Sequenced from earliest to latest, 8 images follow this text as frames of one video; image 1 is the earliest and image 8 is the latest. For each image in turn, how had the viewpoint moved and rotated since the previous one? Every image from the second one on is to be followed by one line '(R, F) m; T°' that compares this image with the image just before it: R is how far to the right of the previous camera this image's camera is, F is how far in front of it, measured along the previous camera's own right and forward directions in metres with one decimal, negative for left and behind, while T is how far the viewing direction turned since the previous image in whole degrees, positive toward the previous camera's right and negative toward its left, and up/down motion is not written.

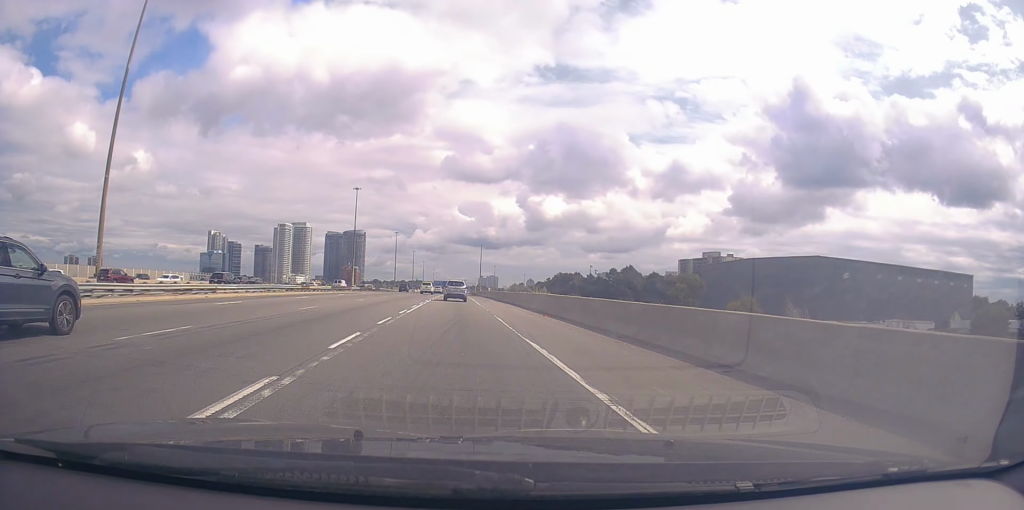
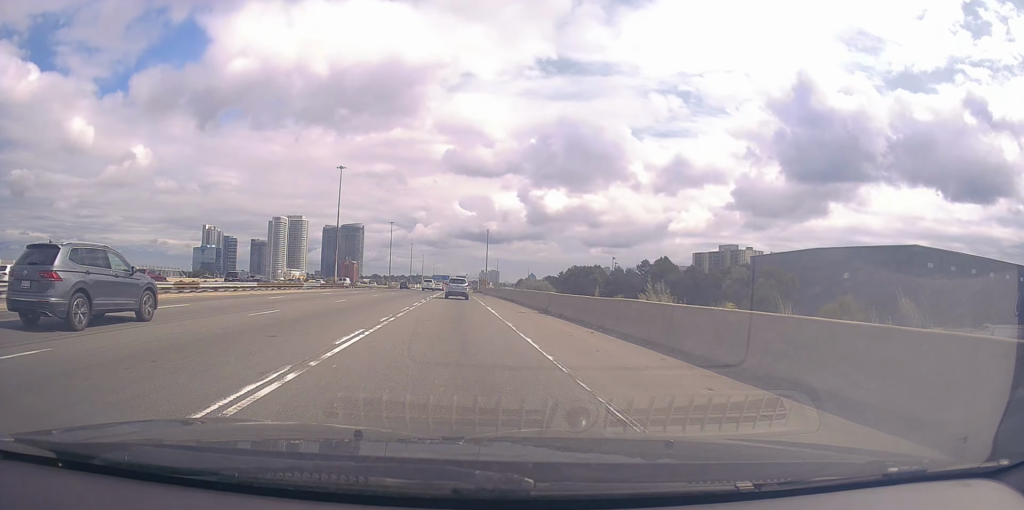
(+0.2, +29.7) m; 0°
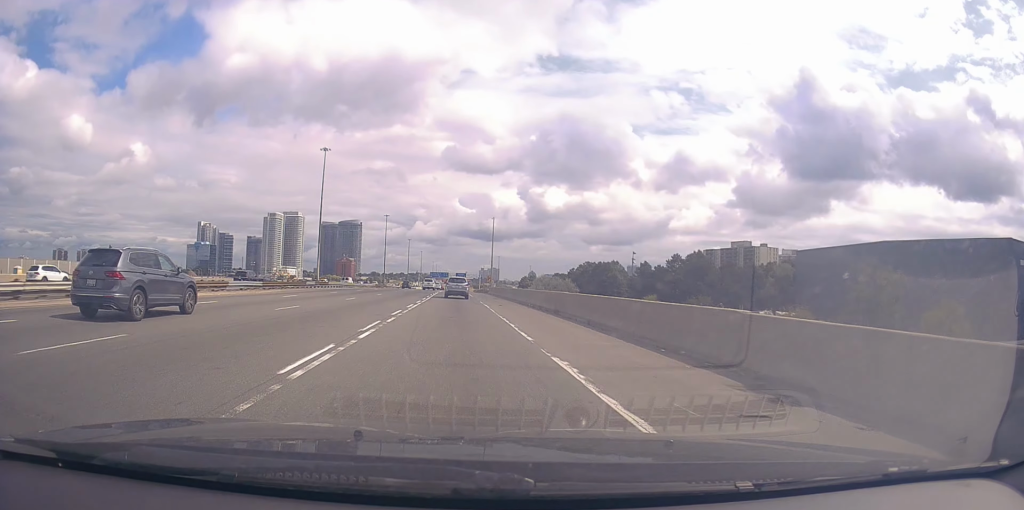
(-0.2, +21.6) m; 0°
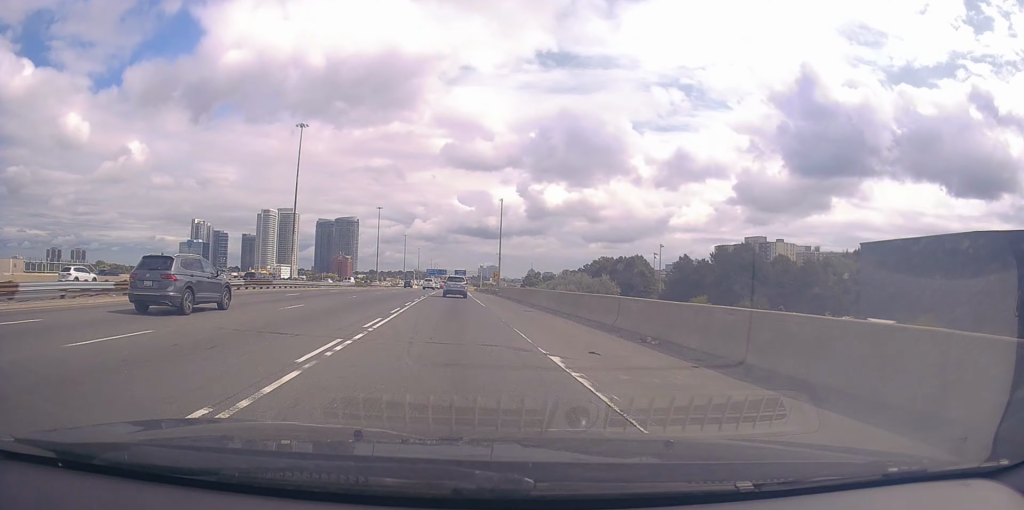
(+0.4, +23.2) m; +1°
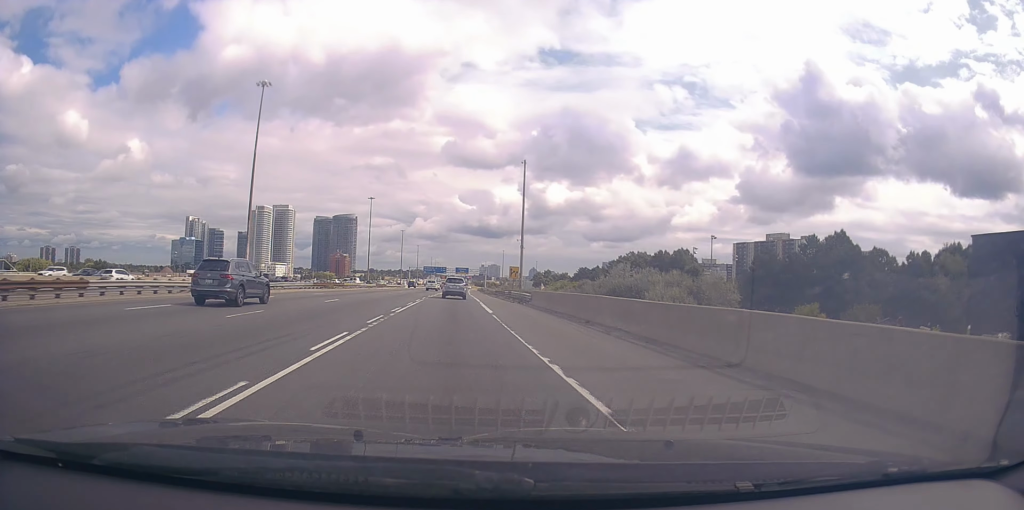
(-0.3, +29.1) m; -1°
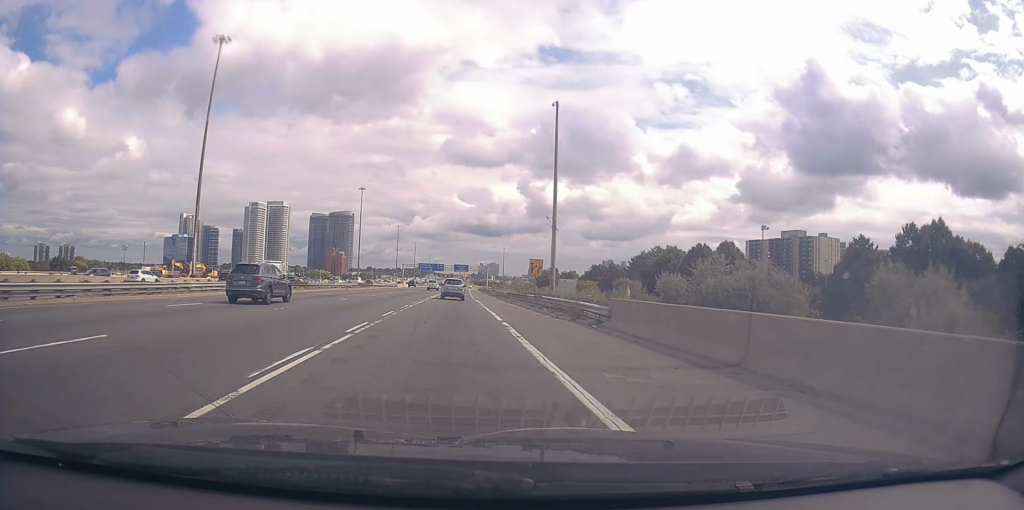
(-0.4, +20.9) m; 0°
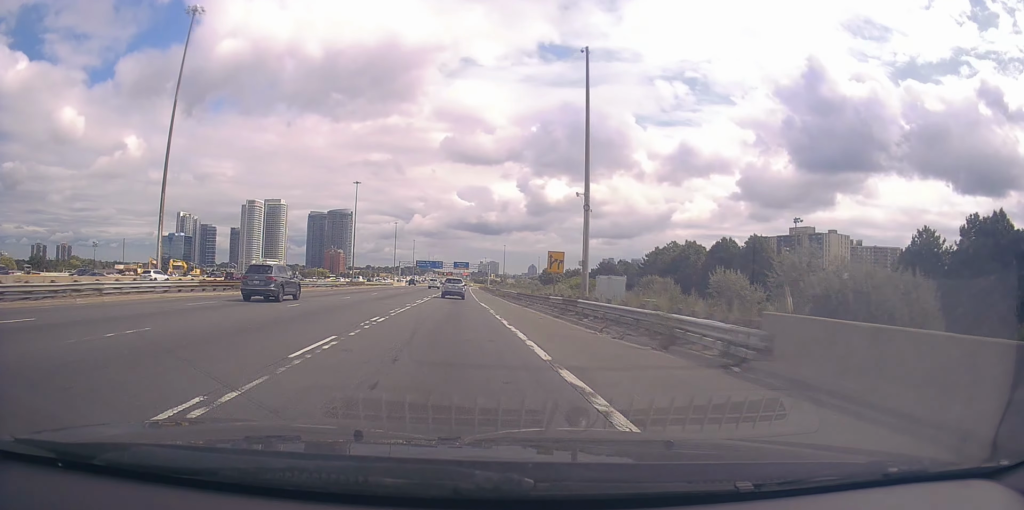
(+0.1, +10.3) m; +1°
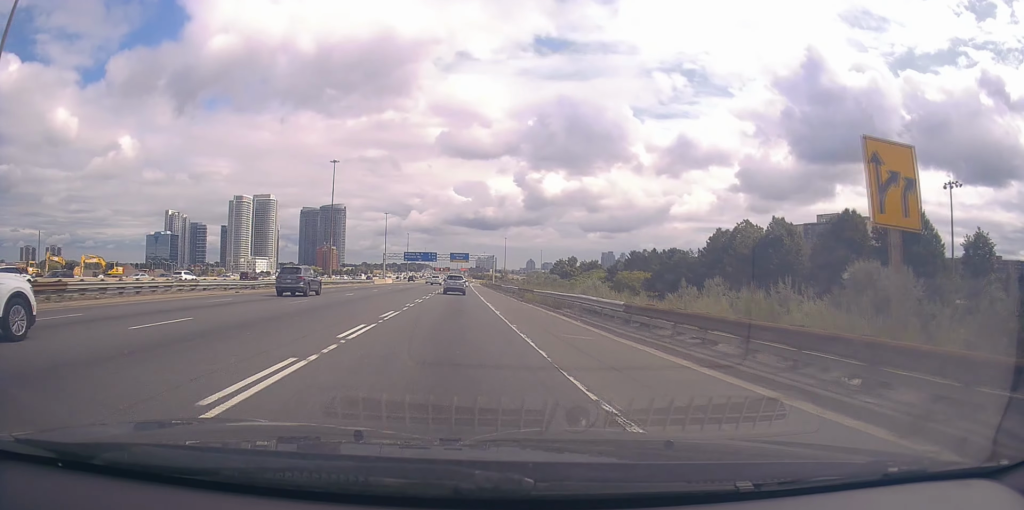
(+0.8, +33.3) m; 0°
